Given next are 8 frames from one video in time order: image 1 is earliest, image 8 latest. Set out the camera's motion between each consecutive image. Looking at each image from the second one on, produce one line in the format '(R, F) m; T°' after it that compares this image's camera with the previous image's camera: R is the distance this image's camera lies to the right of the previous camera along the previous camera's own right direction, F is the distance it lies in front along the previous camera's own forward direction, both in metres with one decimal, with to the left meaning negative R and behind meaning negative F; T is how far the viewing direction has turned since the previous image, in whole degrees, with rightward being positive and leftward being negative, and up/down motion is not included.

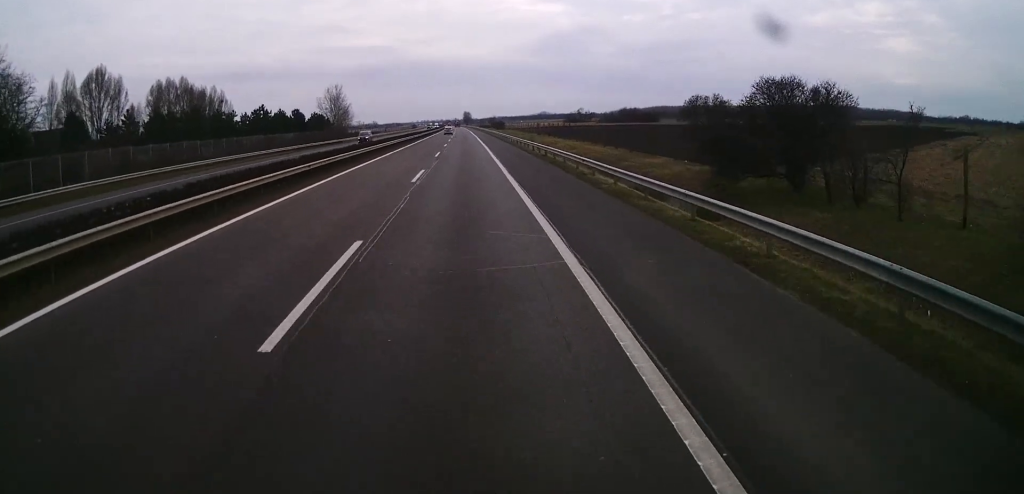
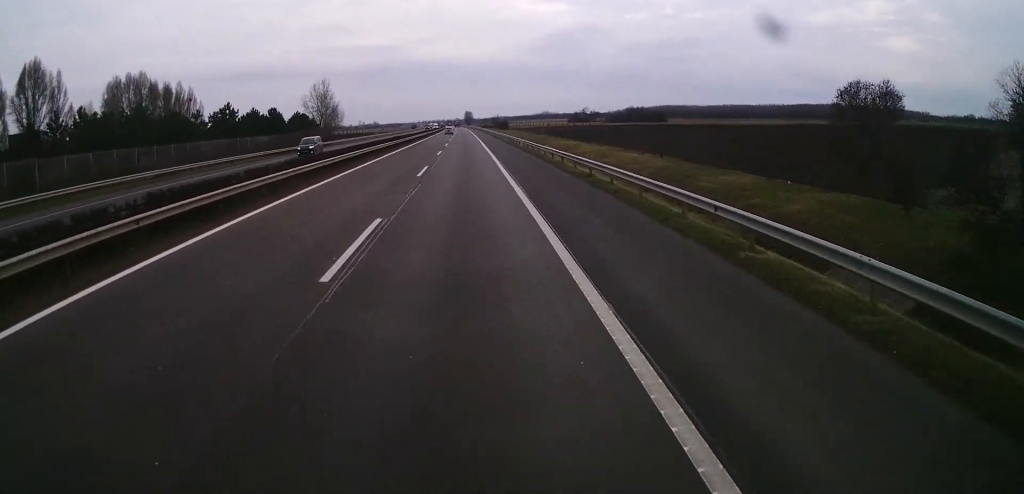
(0.0, +14.4) m; 0°
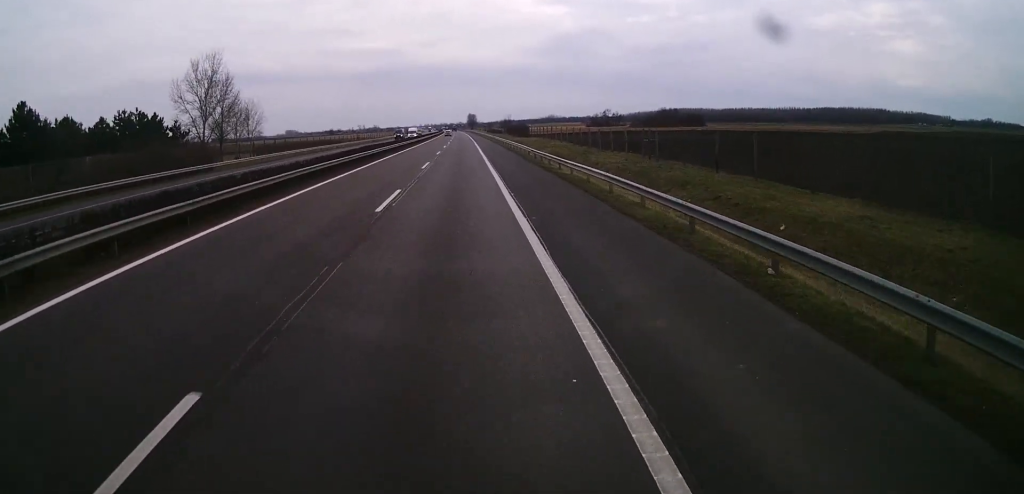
(-0.3, +68.7) m; -1°
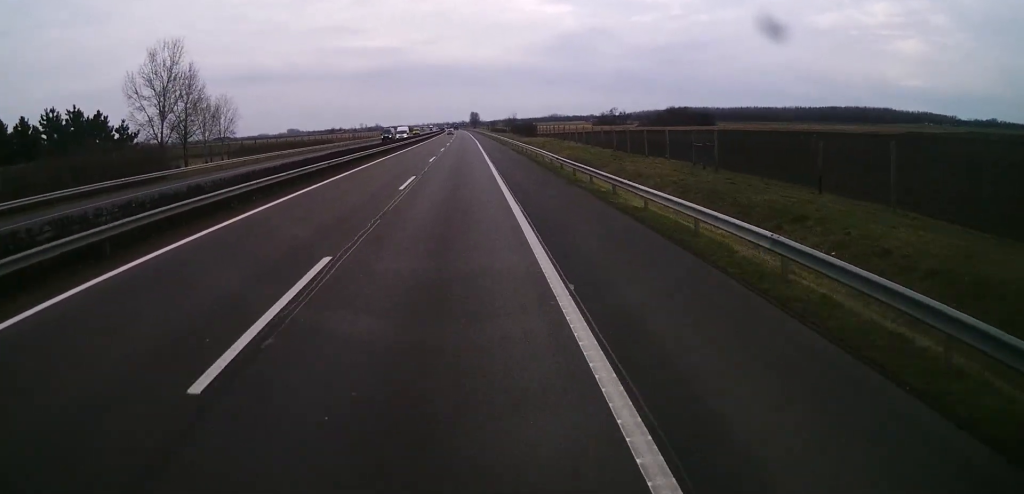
(-0.1, +12.9) m; 0°
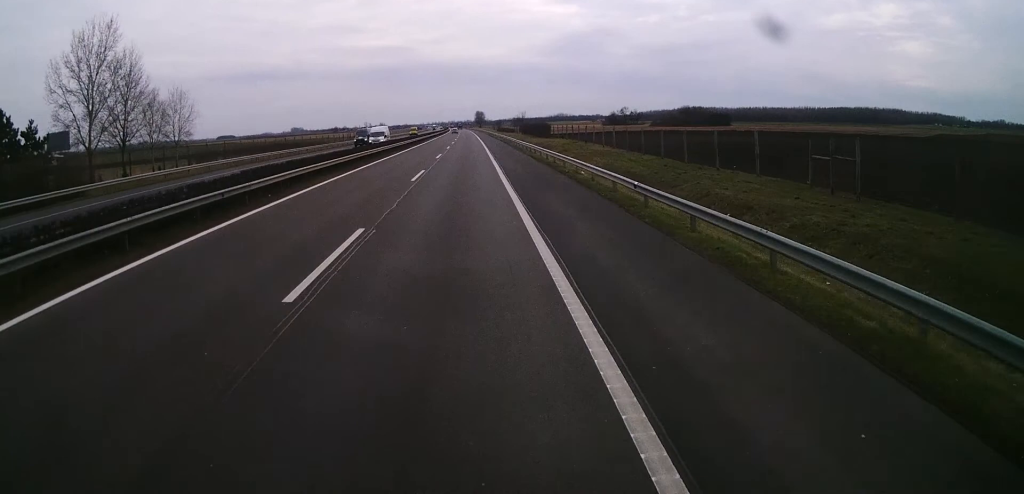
(0.0, +15.8) m; 0°
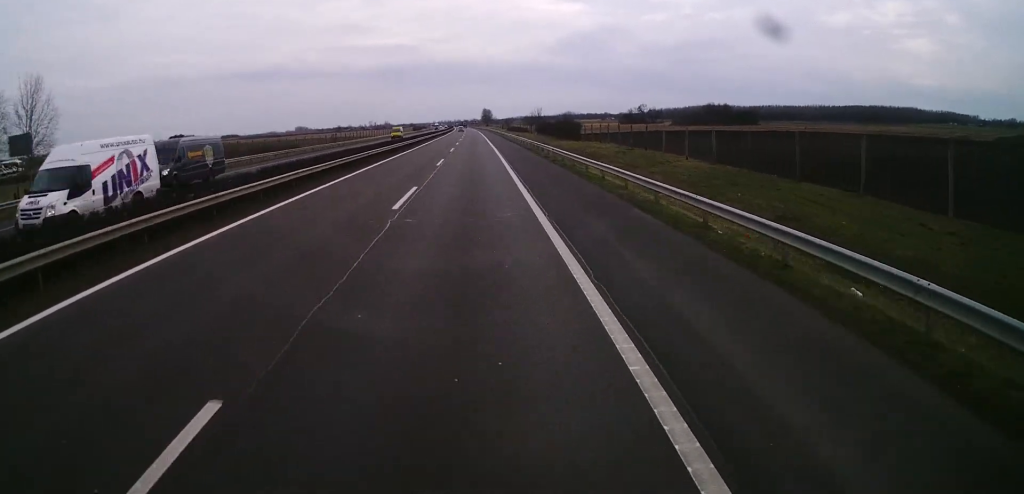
(+0.2, +26.8) m; 0°
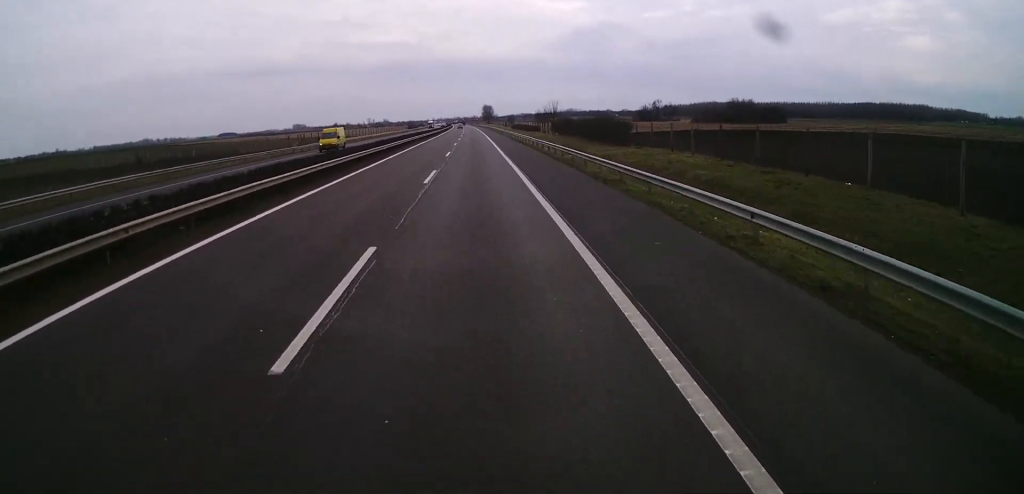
(-0.1, +27.1) m; -1°
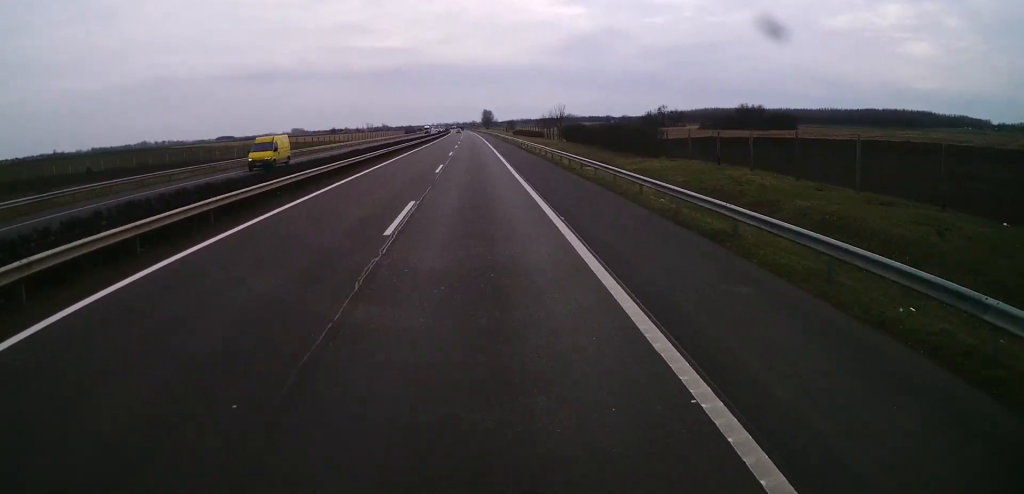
(0.0, +9.1) m; 0°
